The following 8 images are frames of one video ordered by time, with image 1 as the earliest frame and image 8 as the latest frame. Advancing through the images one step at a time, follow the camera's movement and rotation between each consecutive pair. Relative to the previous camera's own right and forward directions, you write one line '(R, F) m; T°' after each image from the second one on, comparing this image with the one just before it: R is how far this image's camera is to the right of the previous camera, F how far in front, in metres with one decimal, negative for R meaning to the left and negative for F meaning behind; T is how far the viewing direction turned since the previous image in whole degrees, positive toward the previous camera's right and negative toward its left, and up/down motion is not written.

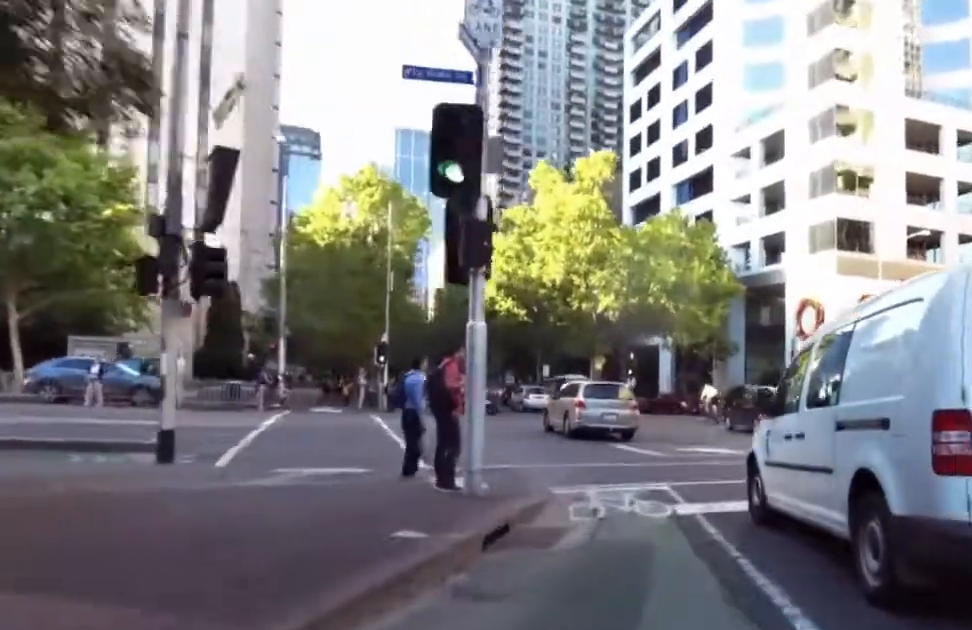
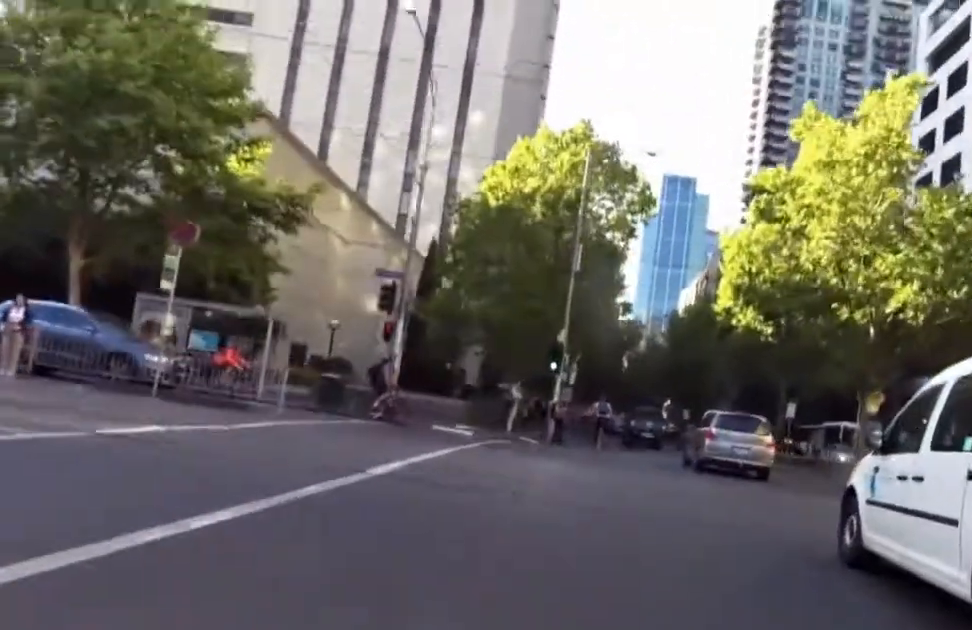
(-3.6, +13.3) m; -24°
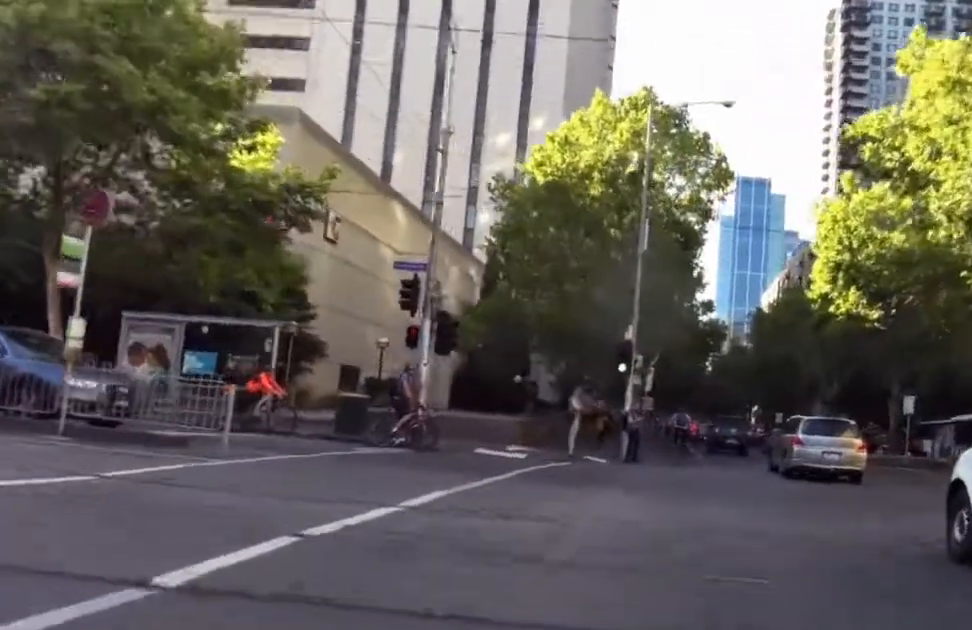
(-0.2, +5.1) m; +1°
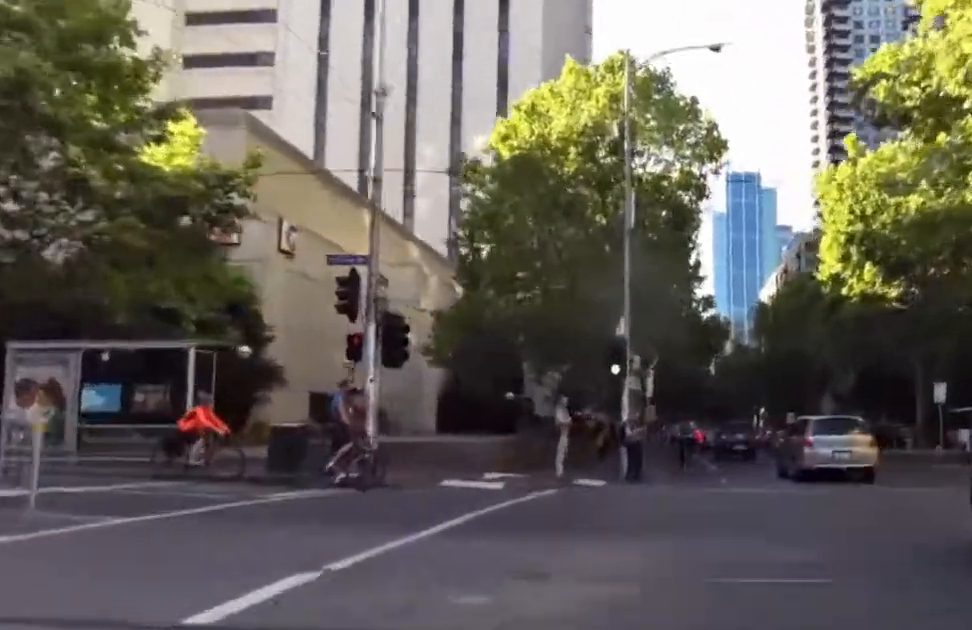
(0.0, +3.4) m; +2°
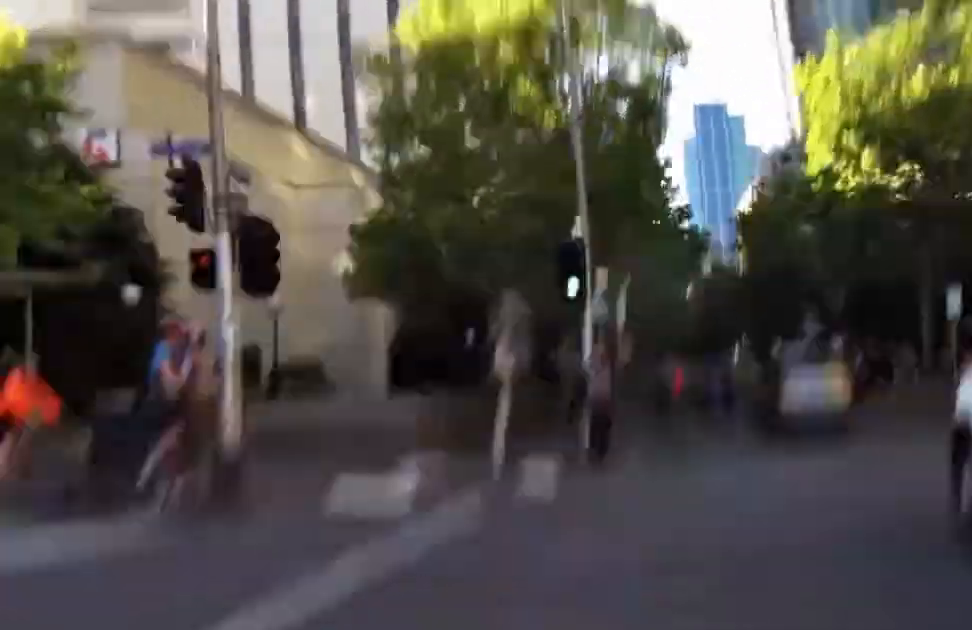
(+0.2, +4.0) m; +4°
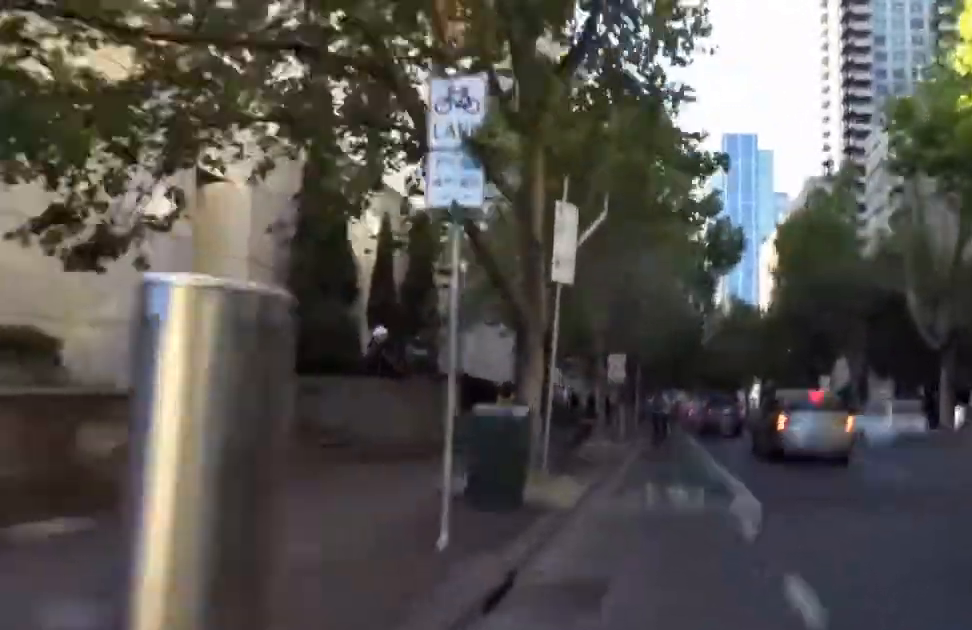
(+2.0, +15.2) m; +13°
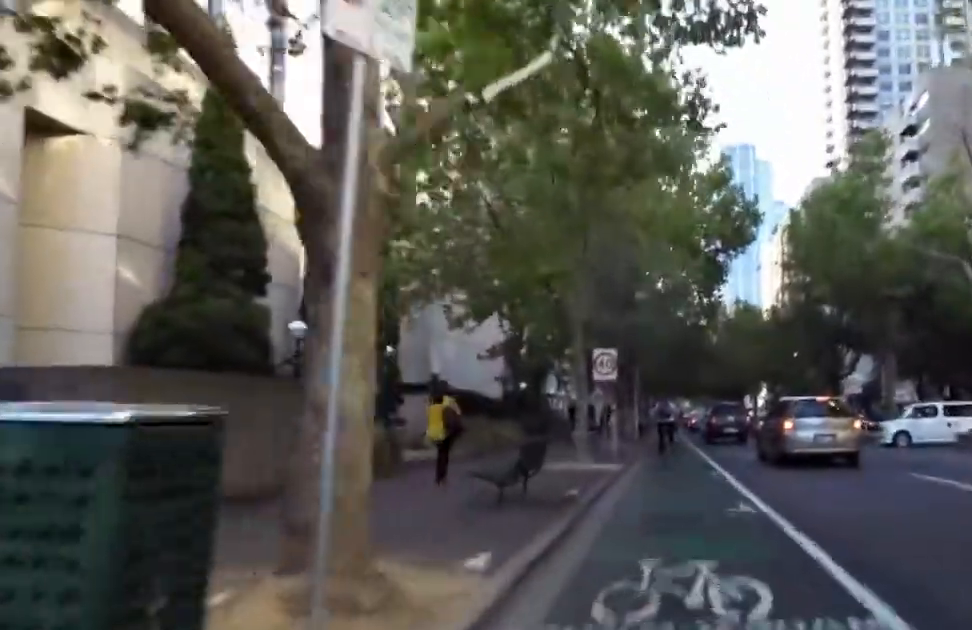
(+0.7, +7.0) m; -1°
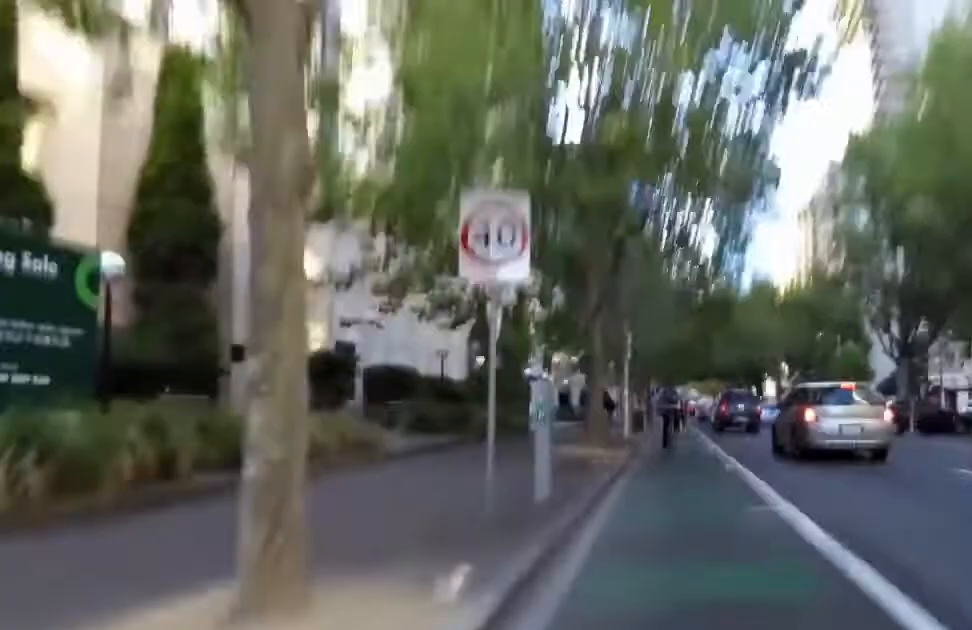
(-1.9, +15.7) m; -7°
